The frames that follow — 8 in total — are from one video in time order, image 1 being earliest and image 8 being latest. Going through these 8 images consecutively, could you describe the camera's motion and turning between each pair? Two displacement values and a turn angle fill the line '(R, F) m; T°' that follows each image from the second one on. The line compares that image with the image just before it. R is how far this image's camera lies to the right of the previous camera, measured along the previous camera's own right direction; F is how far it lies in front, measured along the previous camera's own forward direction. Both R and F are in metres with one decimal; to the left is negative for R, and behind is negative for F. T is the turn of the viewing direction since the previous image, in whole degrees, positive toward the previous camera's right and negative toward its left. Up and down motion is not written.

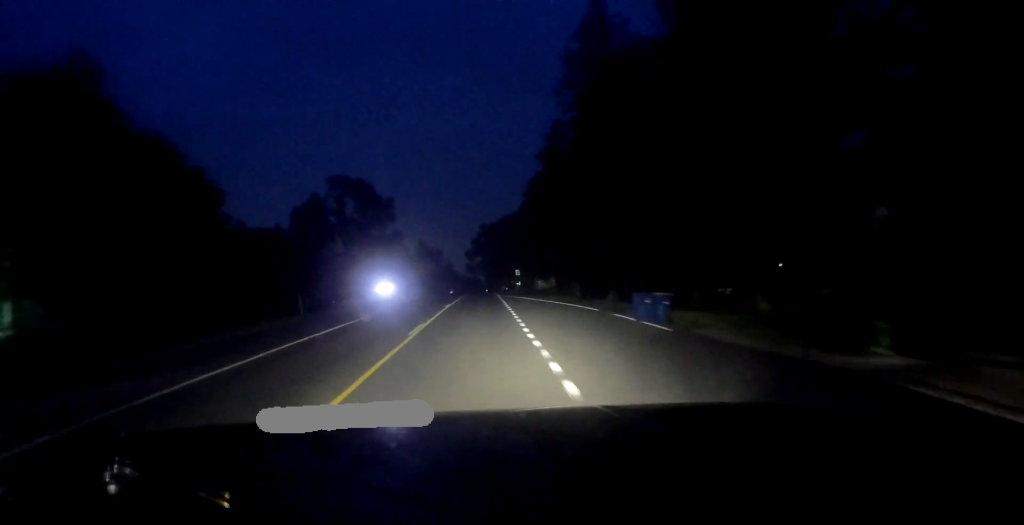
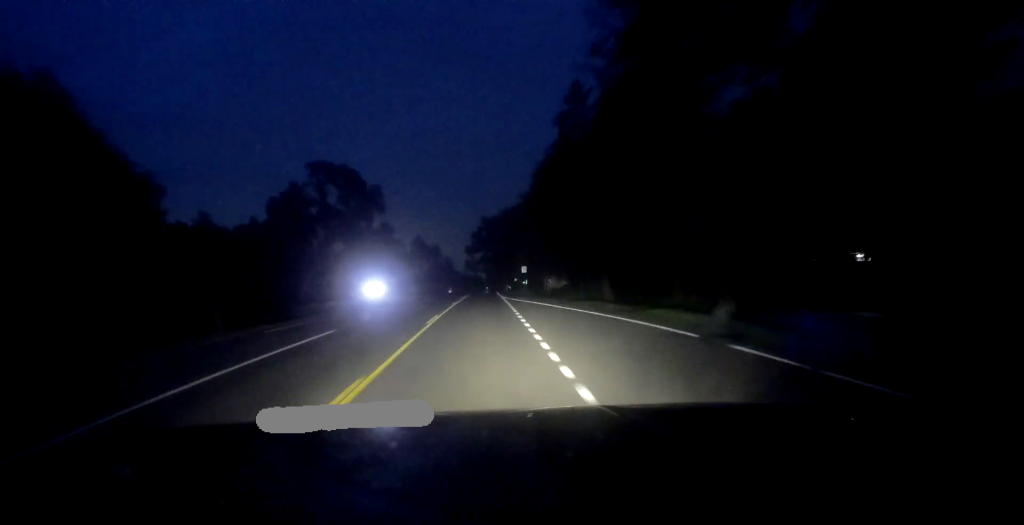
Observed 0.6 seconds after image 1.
(0.0, +9.5) m; -1°
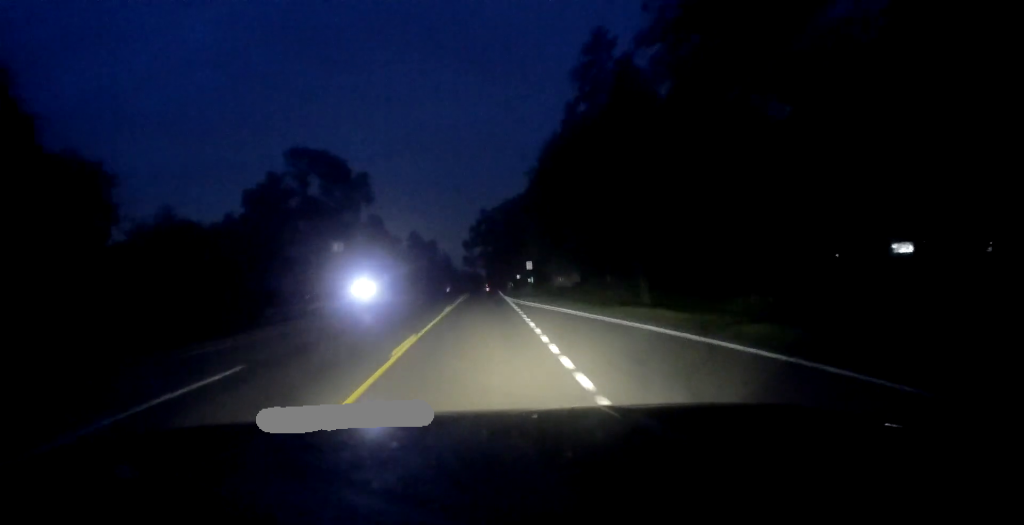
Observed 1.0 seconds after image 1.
(0.0, +7.3) m; 0°
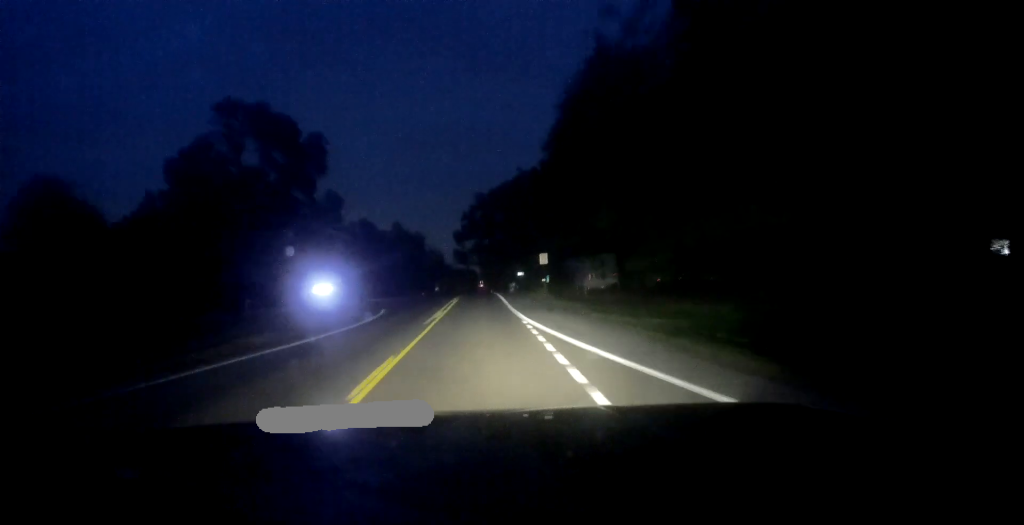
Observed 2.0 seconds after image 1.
(0.0, +17.3) m; +1°
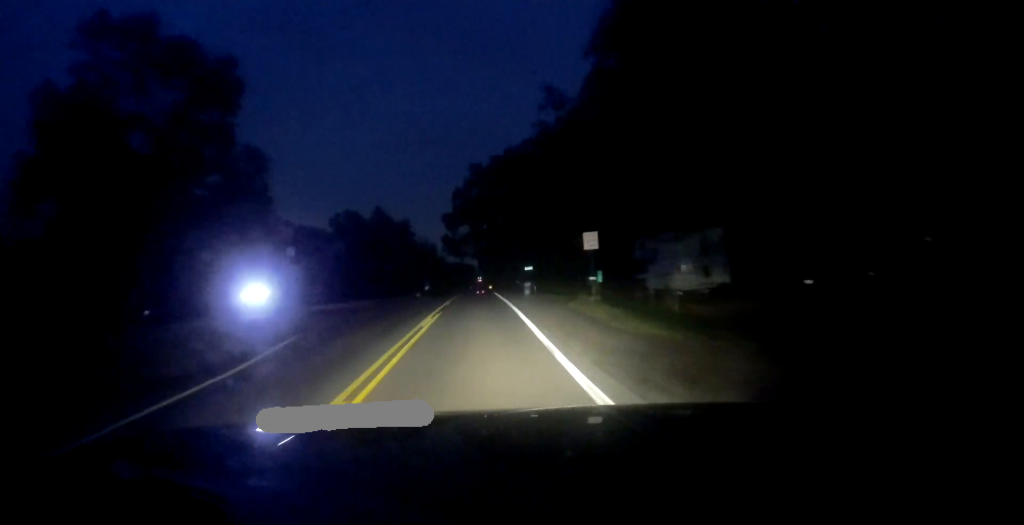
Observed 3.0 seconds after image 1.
(+0.2, +19.1) m; 0°
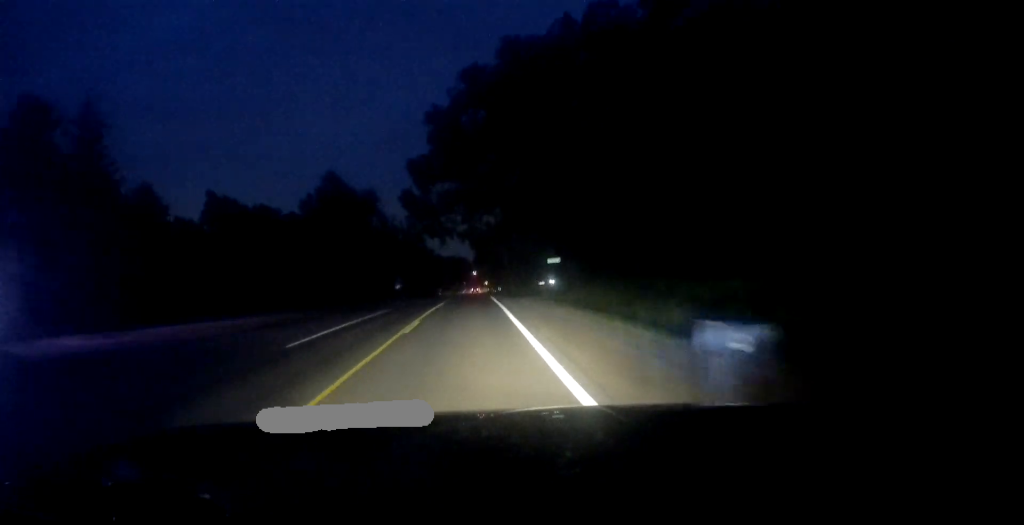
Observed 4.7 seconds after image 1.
(+0.2, +32.0) m; 0°
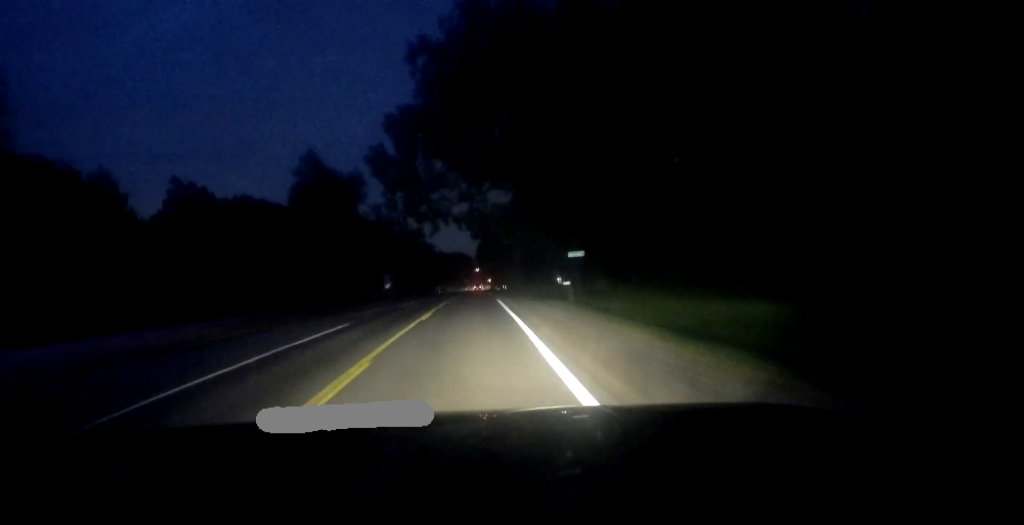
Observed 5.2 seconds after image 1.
(-0.1, +11.2) m; -1°
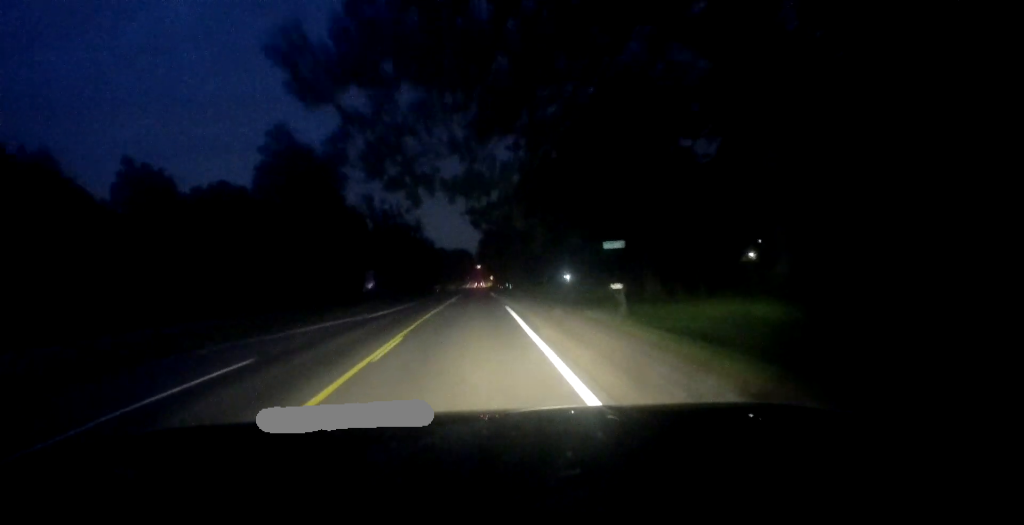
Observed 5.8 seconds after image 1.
(0.0, +12.1) m; -1°
